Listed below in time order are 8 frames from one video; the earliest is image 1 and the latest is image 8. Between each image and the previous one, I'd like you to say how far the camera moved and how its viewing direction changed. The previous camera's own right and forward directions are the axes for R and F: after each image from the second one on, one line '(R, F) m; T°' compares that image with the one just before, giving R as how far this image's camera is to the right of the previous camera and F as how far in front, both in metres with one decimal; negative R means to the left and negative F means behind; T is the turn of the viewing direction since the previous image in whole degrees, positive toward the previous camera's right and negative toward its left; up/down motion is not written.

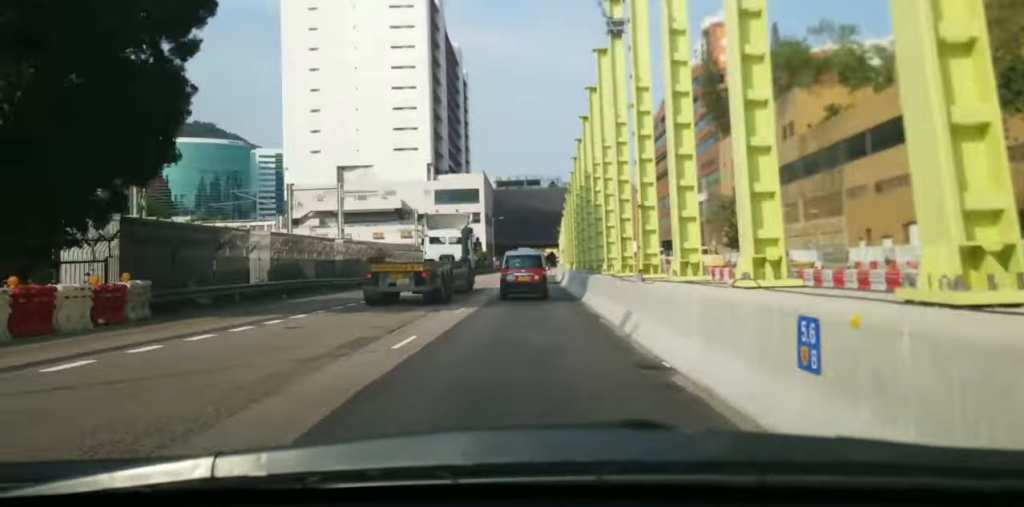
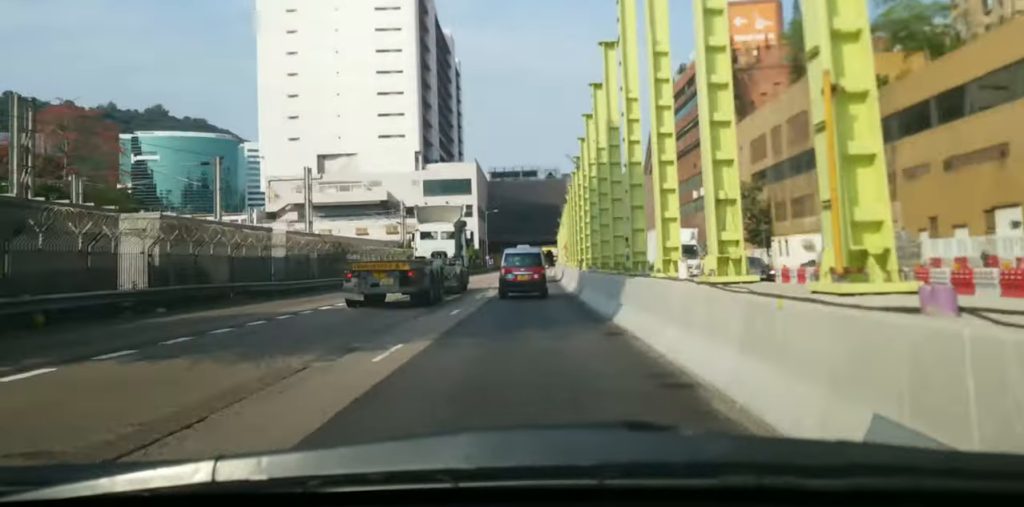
(-0.2, +10.0) m; +1°
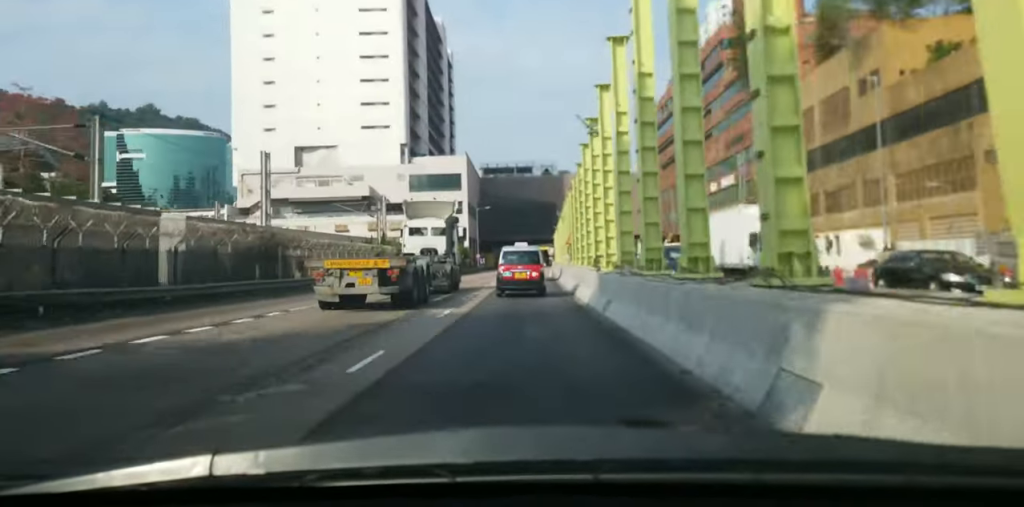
(+0.2, +10.8) m; 0°
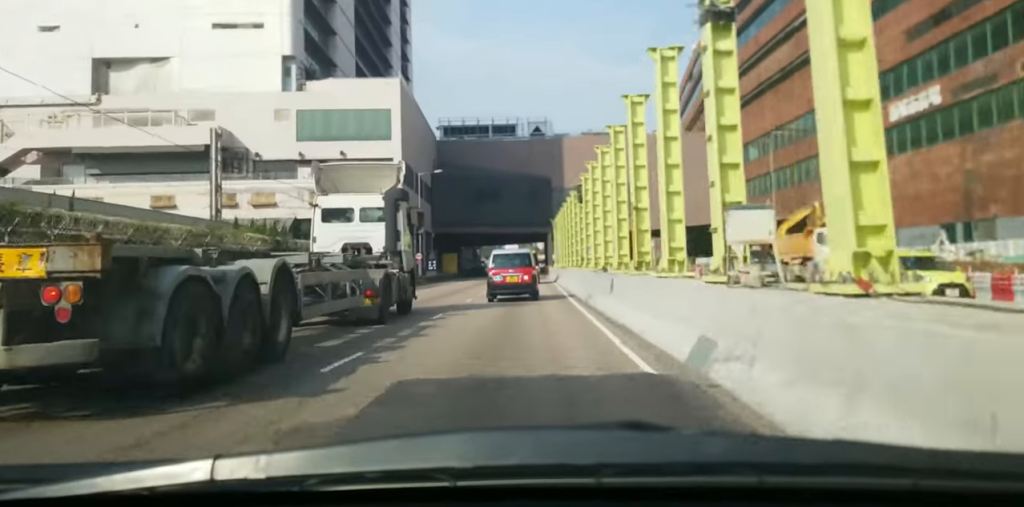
(+0.8, +53.1) m; +3°
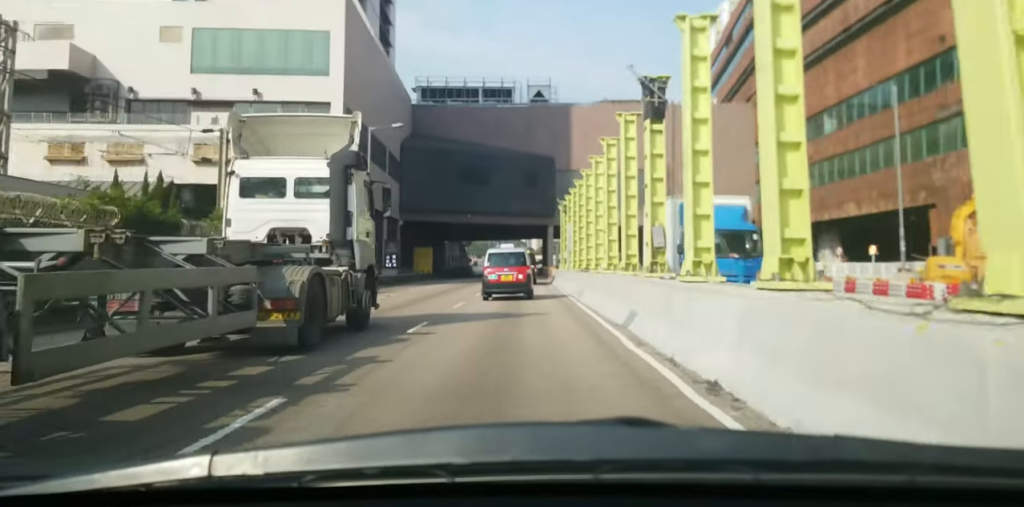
(+0.4, +21.7) m; +1°
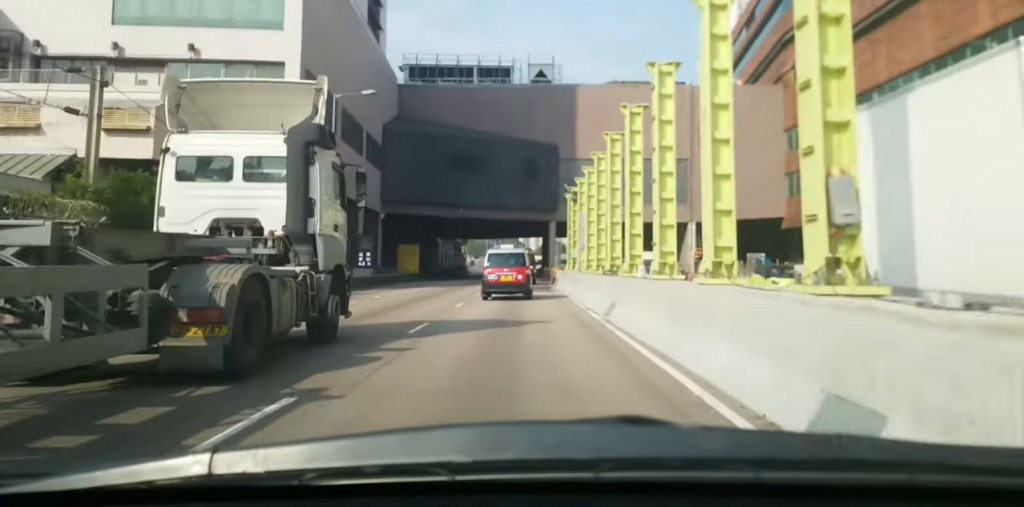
(0.0, +9.5) m; -2°
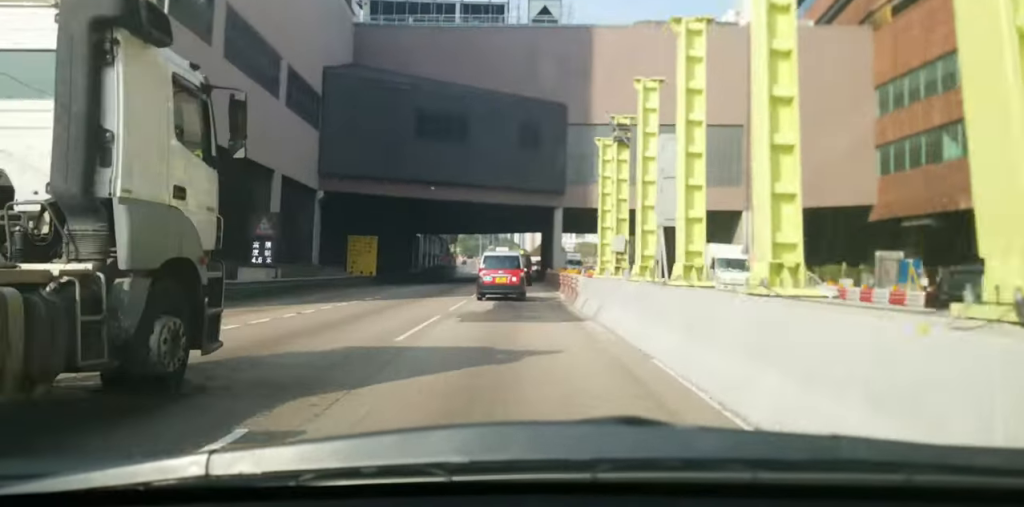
(-0.5, +18.9) m; -3°
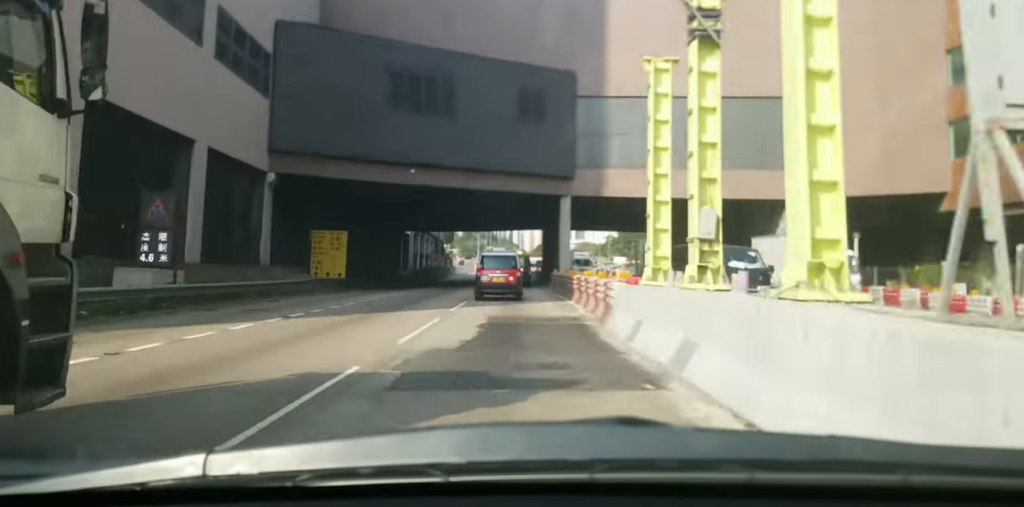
(-0.3, +9.4) m; -2°
